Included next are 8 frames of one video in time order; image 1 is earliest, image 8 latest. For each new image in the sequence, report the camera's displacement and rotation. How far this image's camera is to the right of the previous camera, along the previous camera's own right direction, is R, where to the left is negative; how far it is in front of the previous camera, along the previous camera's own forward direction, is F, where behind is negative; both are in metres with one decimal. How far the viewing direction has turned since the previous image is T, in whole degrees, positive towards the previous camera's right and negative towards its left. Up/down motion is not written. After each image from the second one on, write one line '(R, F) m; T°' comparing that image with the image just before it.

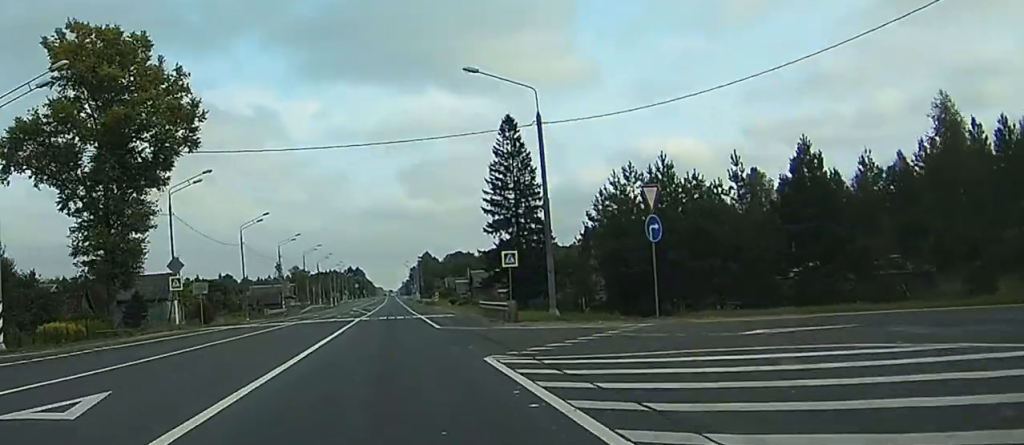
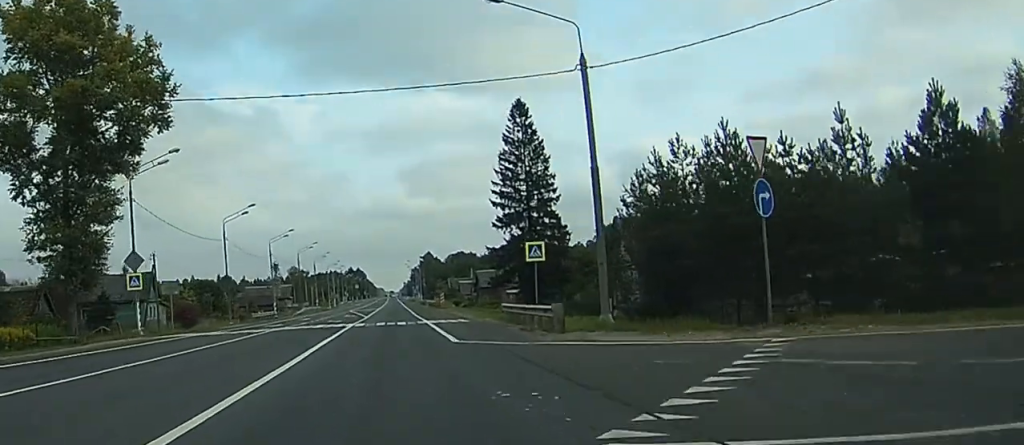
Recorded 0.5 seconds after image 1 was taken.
(0.0, +9.3) m; 0°
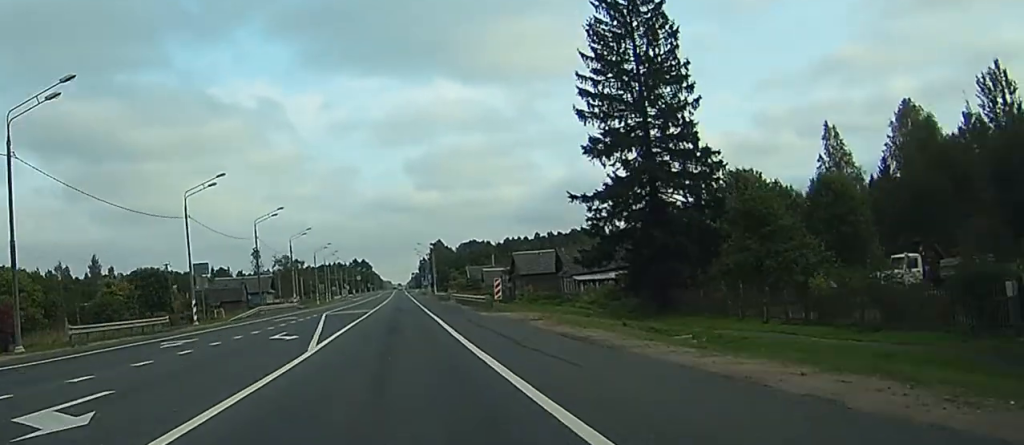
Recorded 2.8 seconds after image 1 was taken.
(-0.1, +45.7) m; 0°
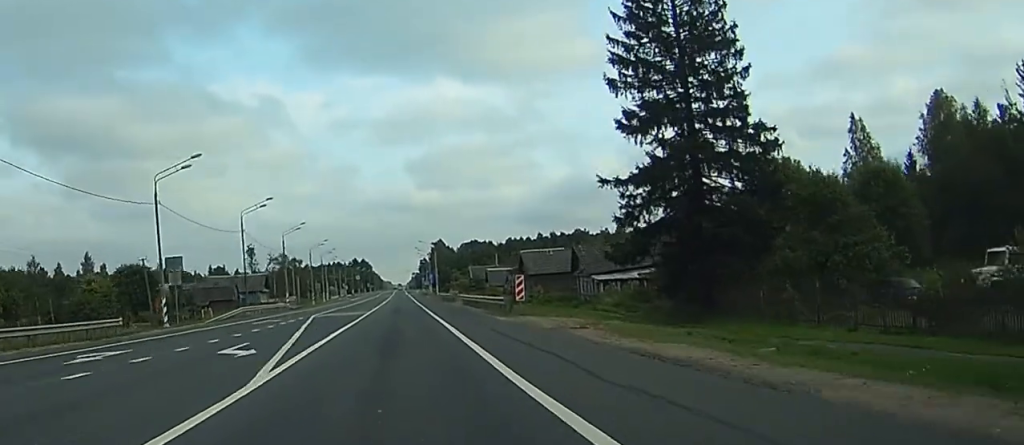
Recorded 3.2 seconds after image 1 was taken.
(0.0, +8.0) m; 0°
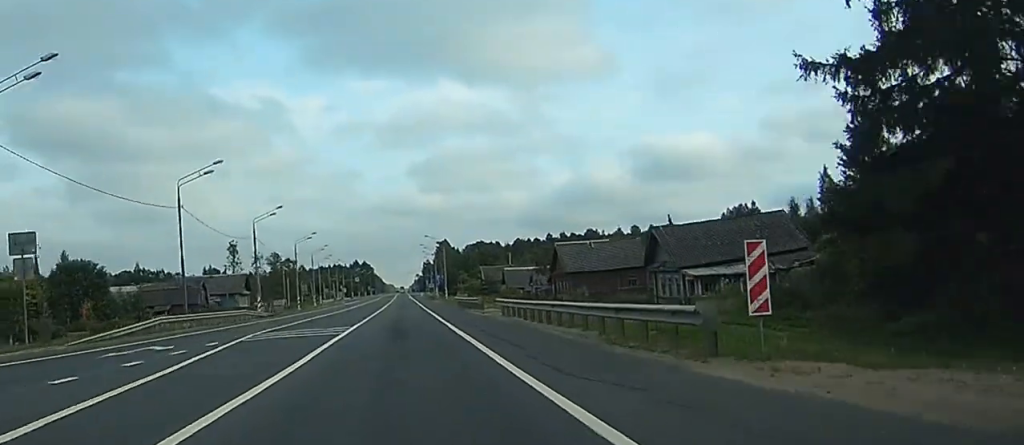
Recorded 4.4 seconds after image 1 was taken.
(-0.1, +24.2) m; 0°
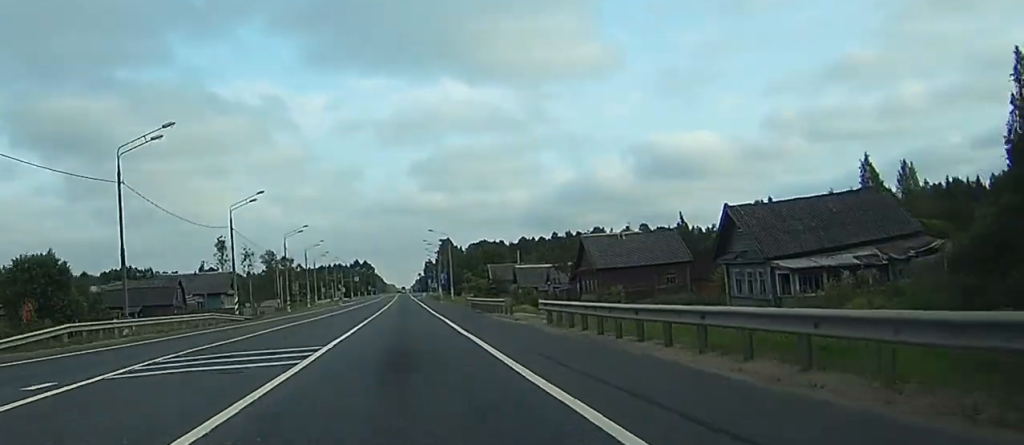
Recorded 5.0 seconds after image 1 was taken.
(0.0, +13.0) m; 0°
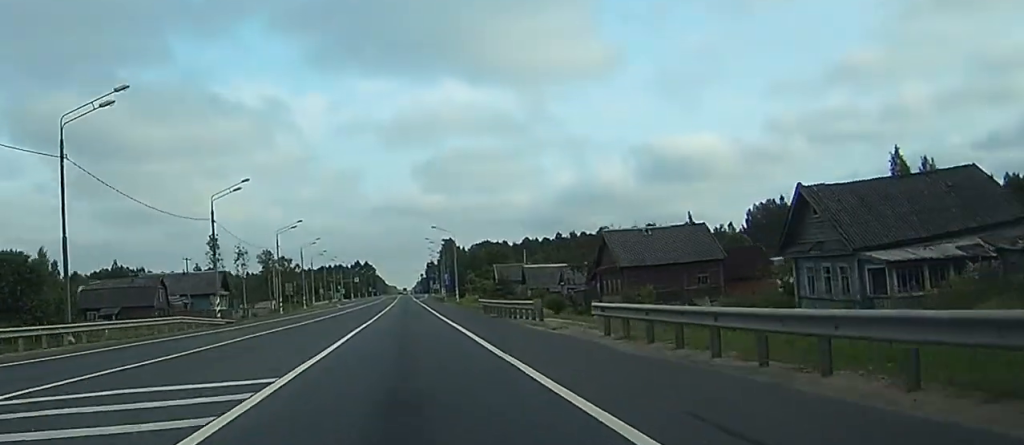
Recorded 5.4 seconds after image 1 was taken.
(0.0, +8.2) m; 0°
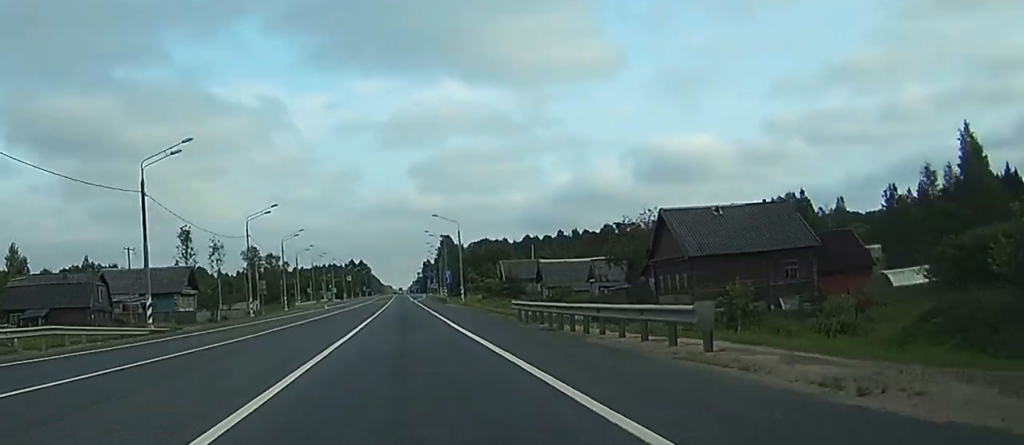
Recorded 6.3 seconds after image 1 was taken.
(+0.1, +18.0) m; 0°
